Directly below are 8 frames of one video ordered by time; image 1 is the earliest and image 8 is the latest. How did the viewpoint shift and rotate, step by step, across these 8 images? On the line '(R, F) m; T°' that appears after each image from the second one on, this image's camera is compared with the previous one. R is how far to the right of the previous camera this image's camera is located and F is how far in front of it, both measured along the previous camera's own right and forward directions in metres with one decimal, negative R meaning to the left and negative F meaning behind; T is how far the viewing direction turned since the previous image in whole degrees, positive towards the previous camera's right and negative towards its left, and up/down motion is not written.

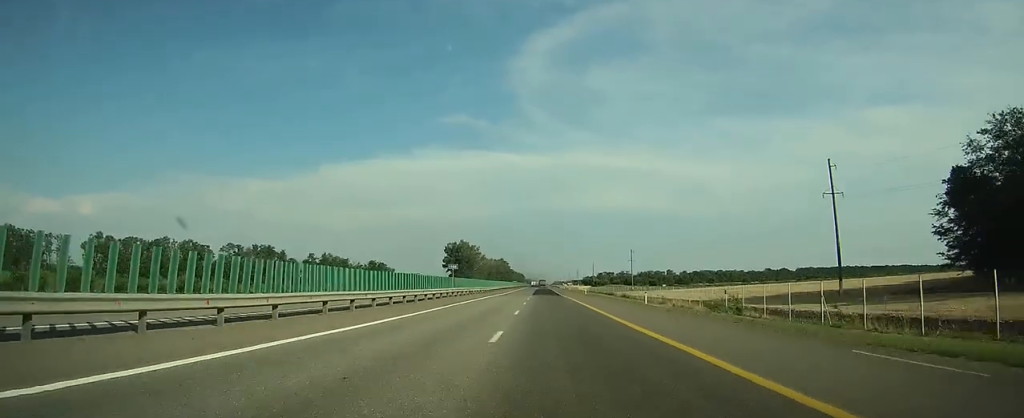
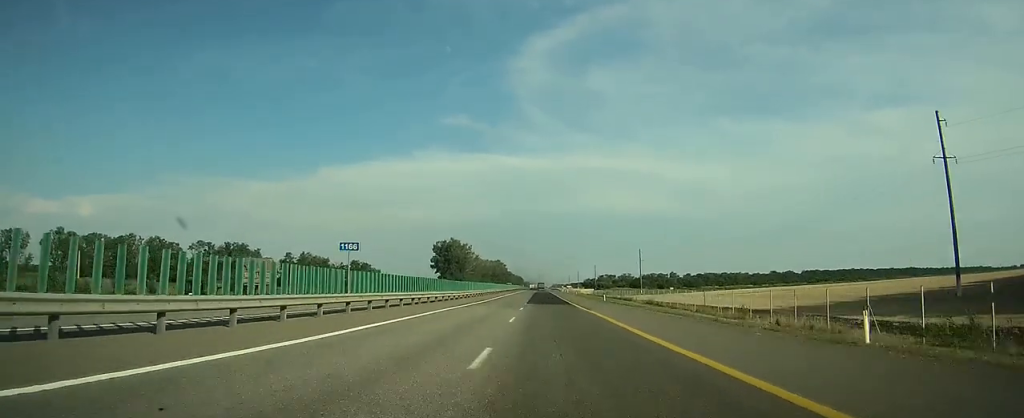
(-0.1, +27.3) m; 0°
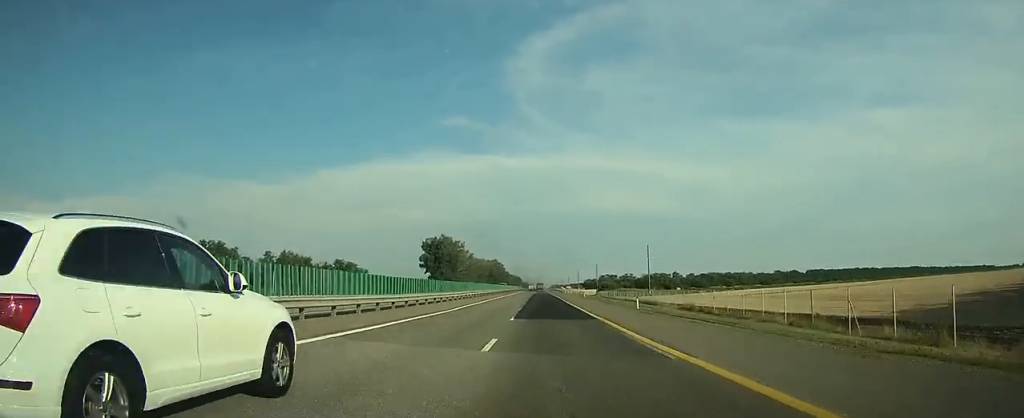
(0.0, +21.2) m; 0°
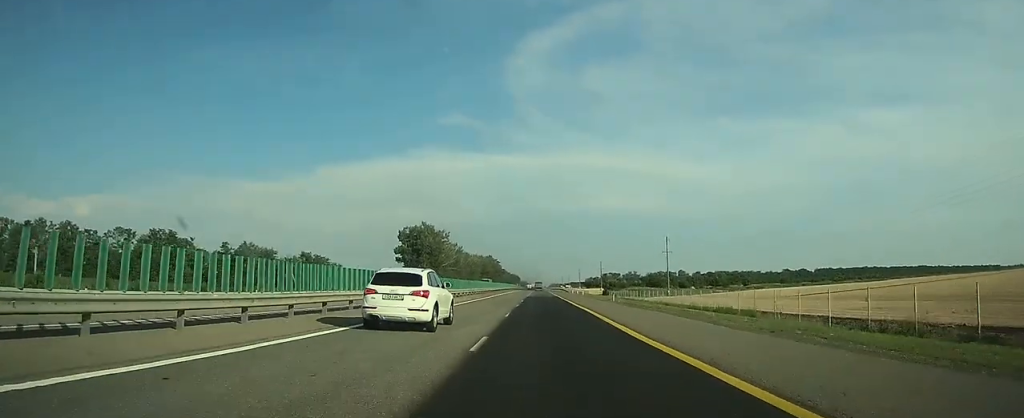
(+0.1, +36.4) m; 0°
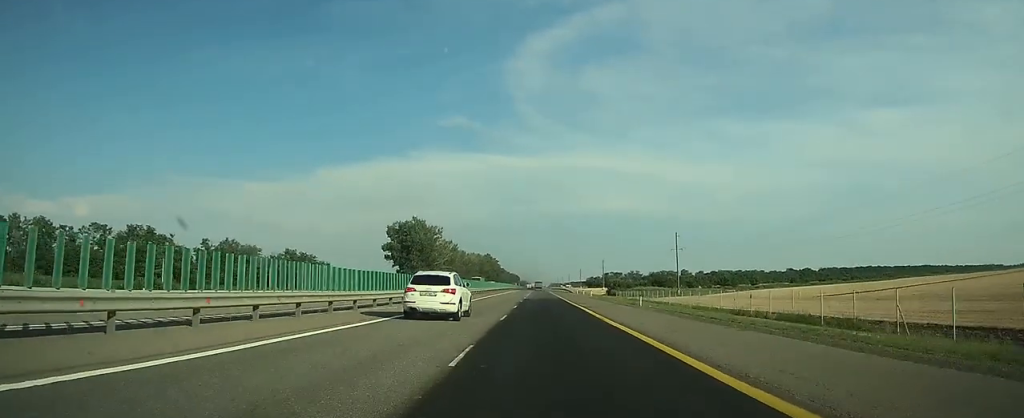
(0.0, +14.2) m; 0°
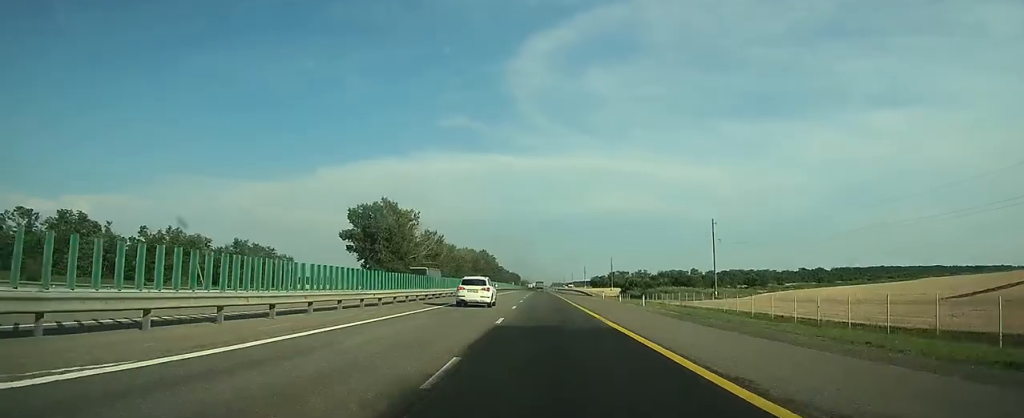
(0.0, +37.5) m; 0°
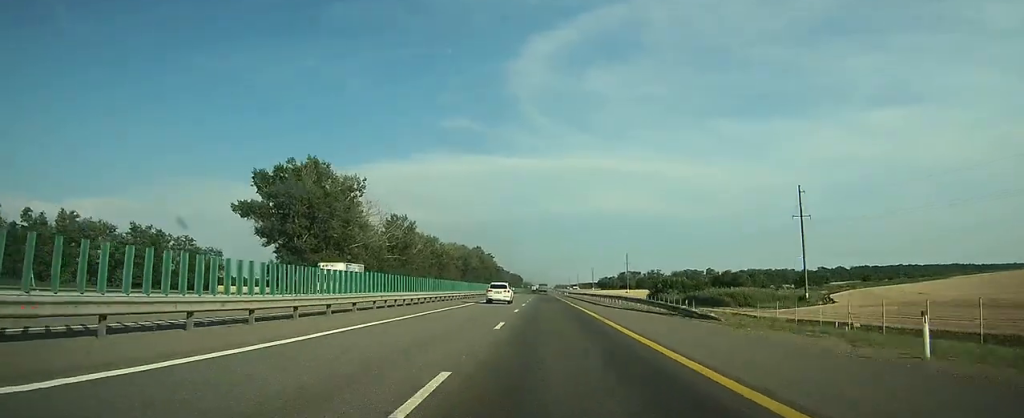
(0.0, +48.9) m; 0°
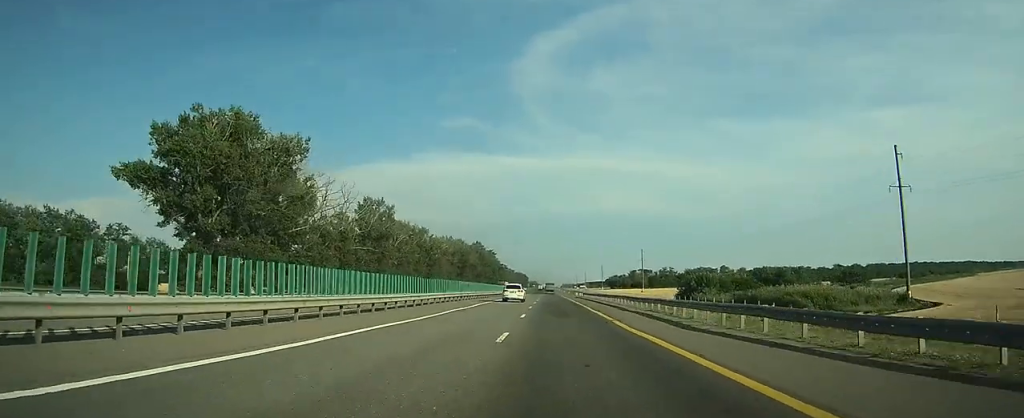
(-0.1, +27.7) m; 0°
